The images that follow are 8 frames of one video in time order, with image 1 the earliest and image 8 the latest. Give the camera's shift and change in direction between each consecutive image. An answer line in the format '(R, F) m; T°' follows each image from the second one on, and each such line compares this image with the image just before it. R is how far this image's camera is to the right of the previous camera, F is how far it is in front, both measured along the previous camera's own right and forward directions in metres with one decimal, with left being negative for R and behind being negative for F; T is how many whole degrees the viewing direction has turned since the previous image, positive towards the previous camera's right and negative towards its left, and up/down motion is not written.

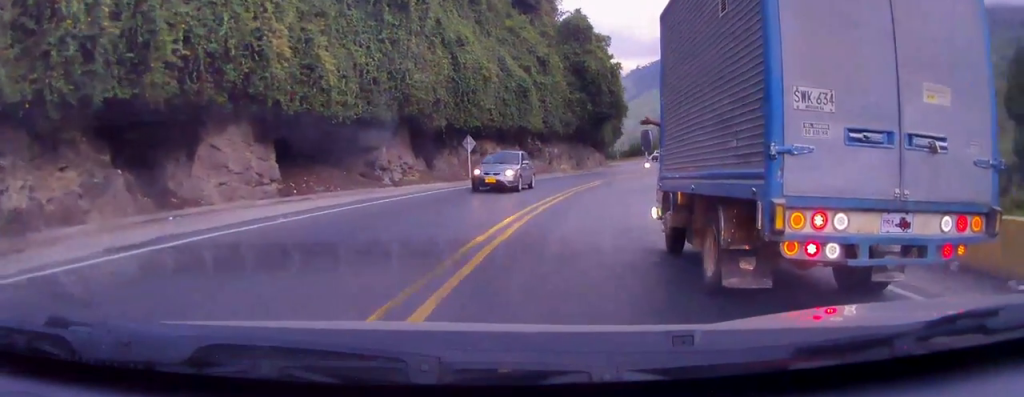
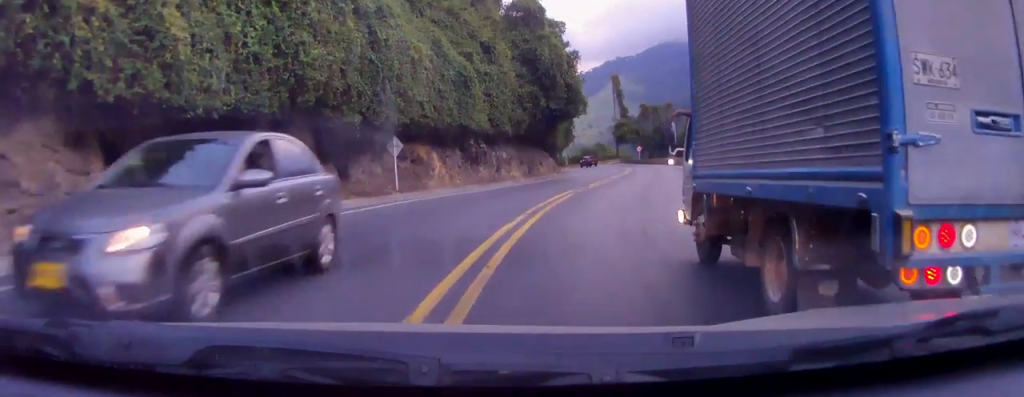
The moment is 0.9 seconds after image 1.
(+1.4, +8.2) m; -8°
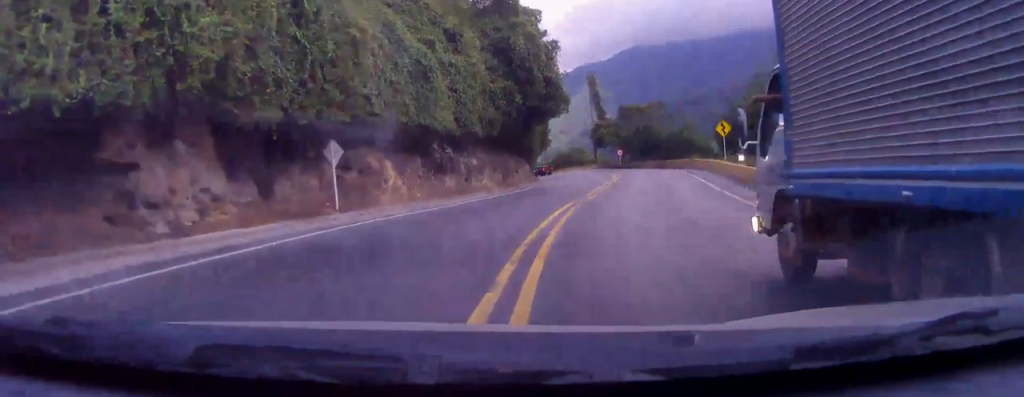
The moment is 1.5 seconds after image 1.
(-2.0, +7.1) m; +6°
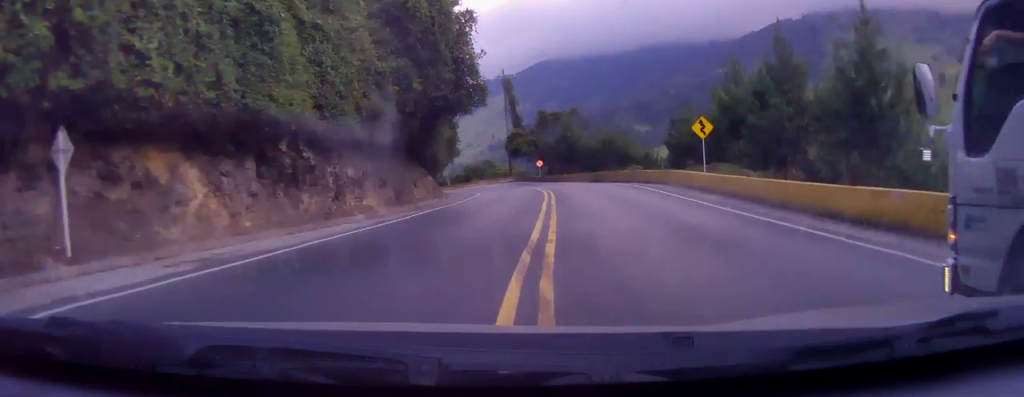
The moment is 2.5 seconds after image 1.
(+2.2, +11.0) m; +6°
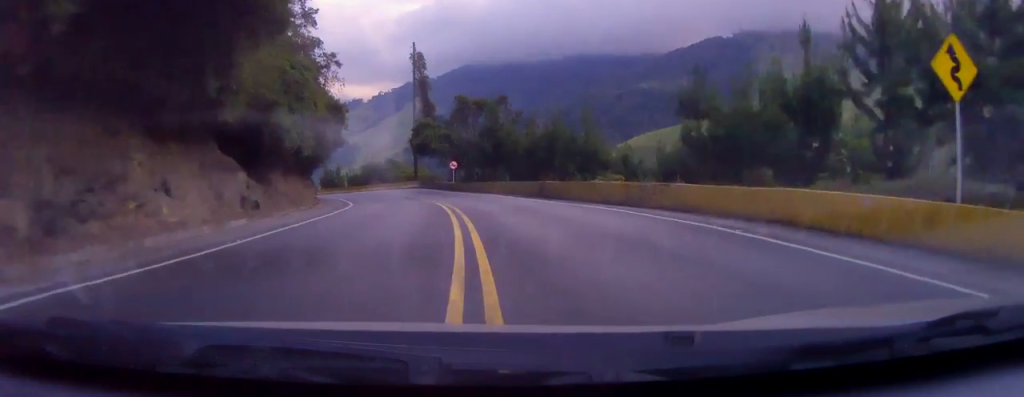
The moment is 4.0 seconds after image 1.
(-2.9, +21.9) m; -10°
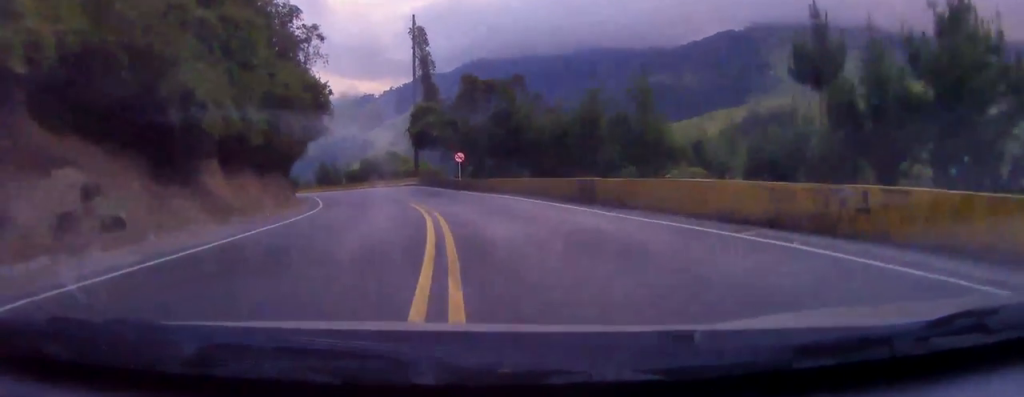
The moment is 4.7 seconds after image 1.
(+0.9, +11.4) m; +5°
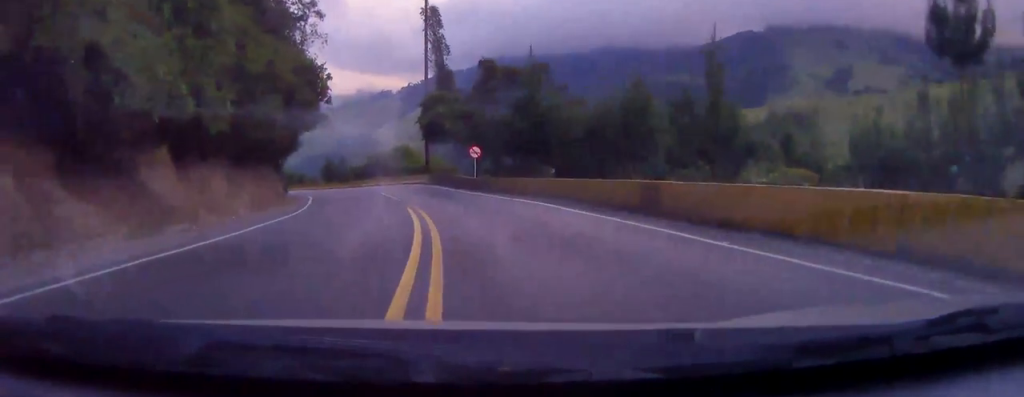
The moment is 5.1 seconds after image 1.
(+0.2, +6.8) m; 0°
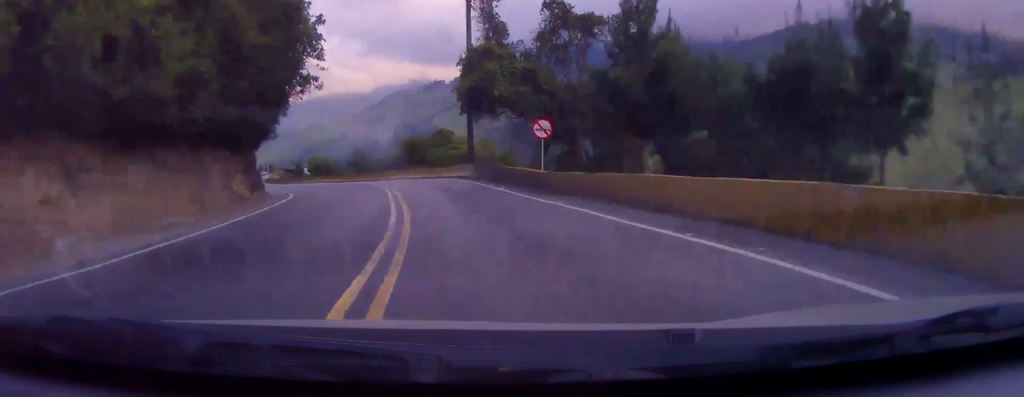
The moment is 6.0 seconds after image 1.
(+0.1, +16.3) m; -4°
